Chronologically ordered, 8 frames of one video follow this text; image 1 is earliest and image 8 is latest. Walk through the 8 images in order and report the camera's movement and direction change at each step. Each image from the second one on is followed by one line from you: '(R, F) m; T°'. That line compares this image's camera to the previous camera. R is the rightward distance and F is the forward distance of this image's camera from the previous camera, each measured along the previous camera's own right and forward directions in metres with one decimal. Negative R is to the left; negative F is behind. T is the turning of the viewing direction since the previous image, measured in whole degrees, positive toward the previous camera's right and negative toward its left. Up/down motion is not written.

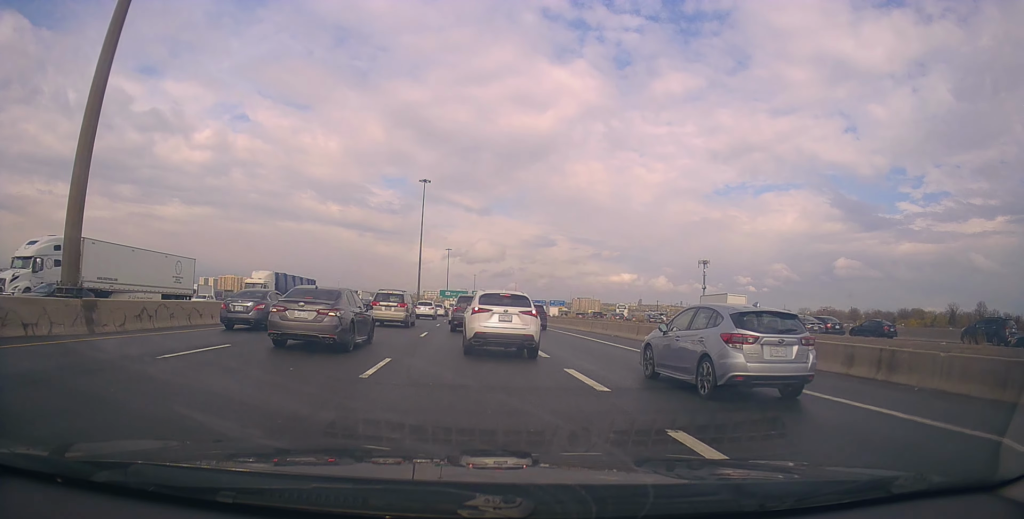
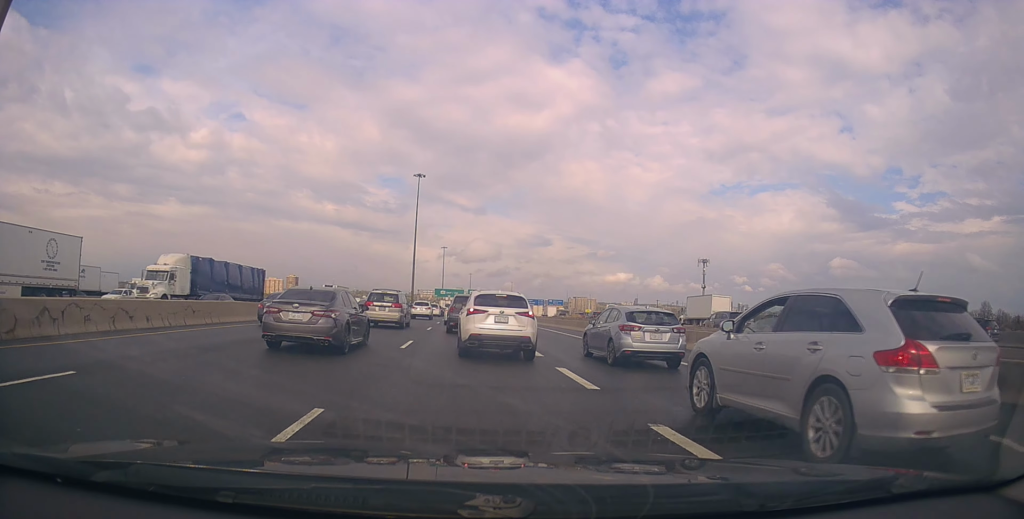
(-0.3, +5.6) m; +1°
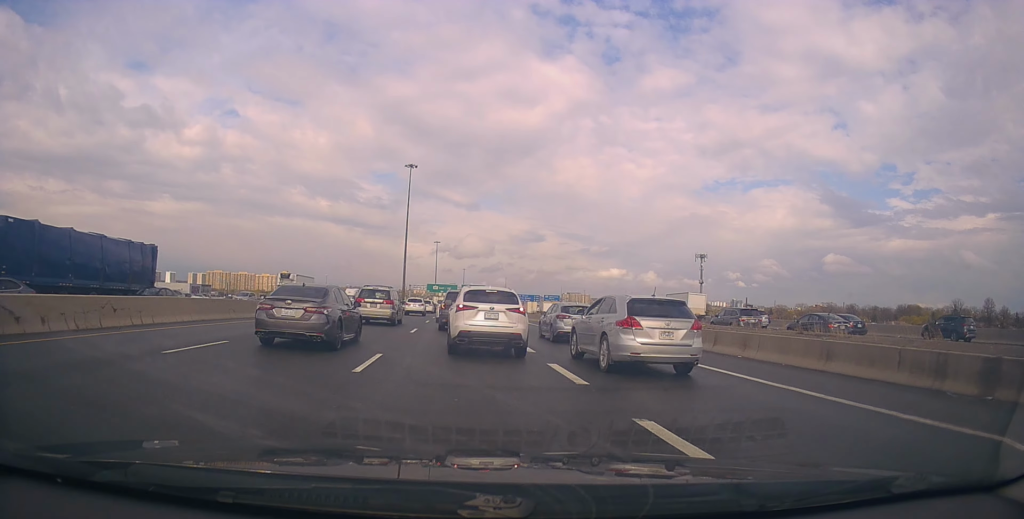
(+0.4, +6.1) m; 0°
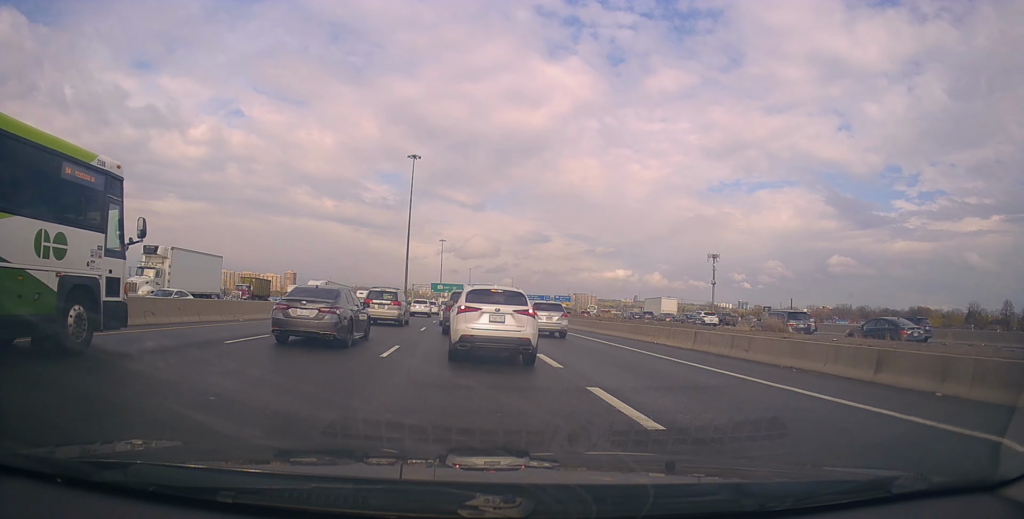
(+0.1, +9.2) m; +1°
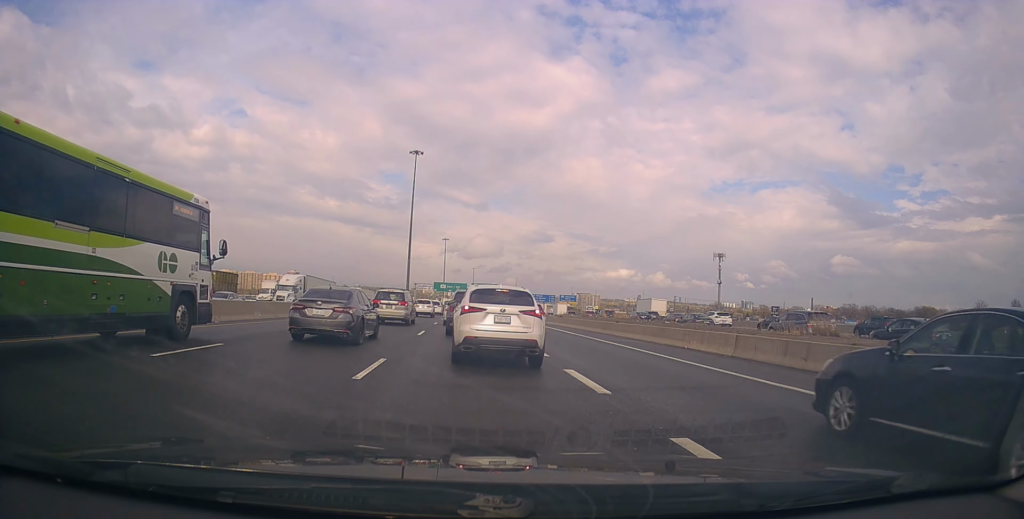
(-0.5, +3.5) m; +1°
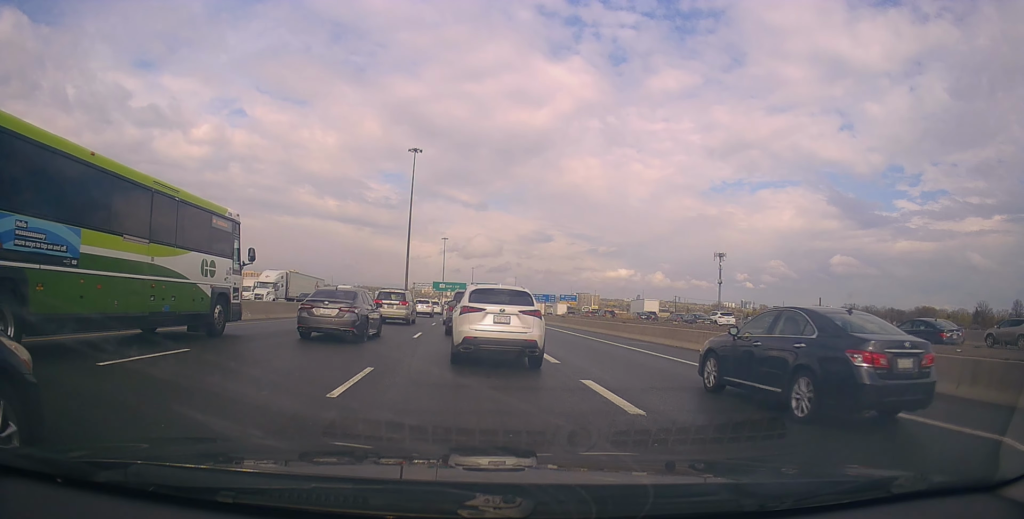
(+0.1, +1.7) m; -1°
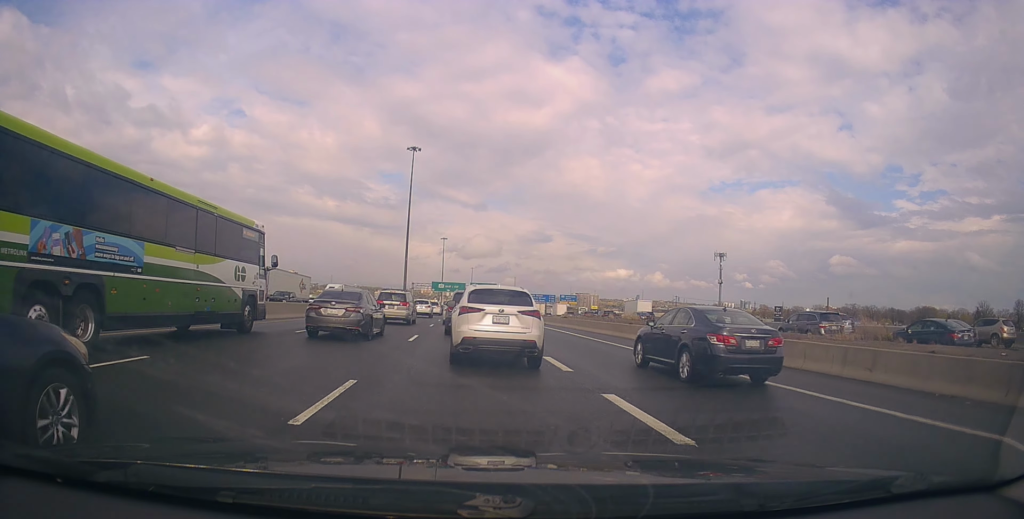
(+0.5, +1.6) m; -3°
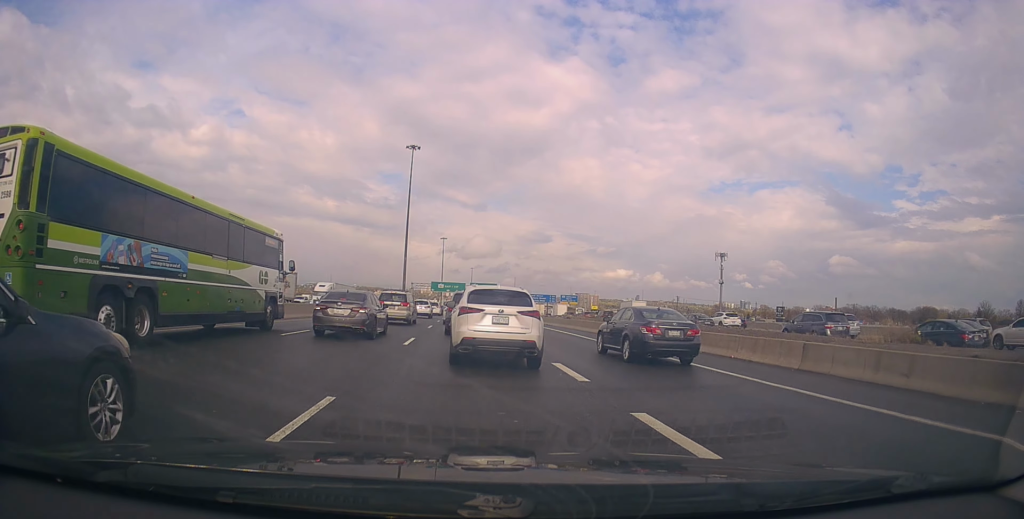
(-0.1, +1.4) m; -3°
